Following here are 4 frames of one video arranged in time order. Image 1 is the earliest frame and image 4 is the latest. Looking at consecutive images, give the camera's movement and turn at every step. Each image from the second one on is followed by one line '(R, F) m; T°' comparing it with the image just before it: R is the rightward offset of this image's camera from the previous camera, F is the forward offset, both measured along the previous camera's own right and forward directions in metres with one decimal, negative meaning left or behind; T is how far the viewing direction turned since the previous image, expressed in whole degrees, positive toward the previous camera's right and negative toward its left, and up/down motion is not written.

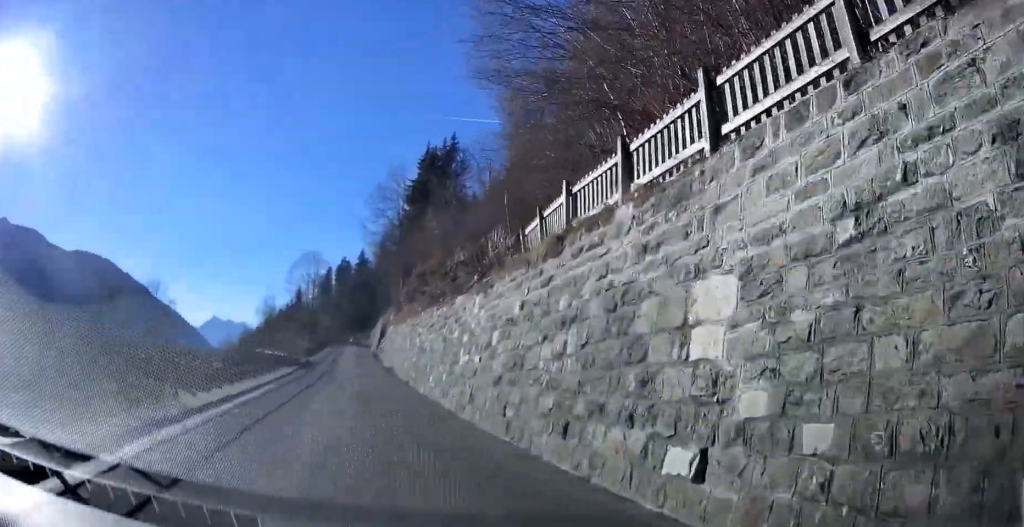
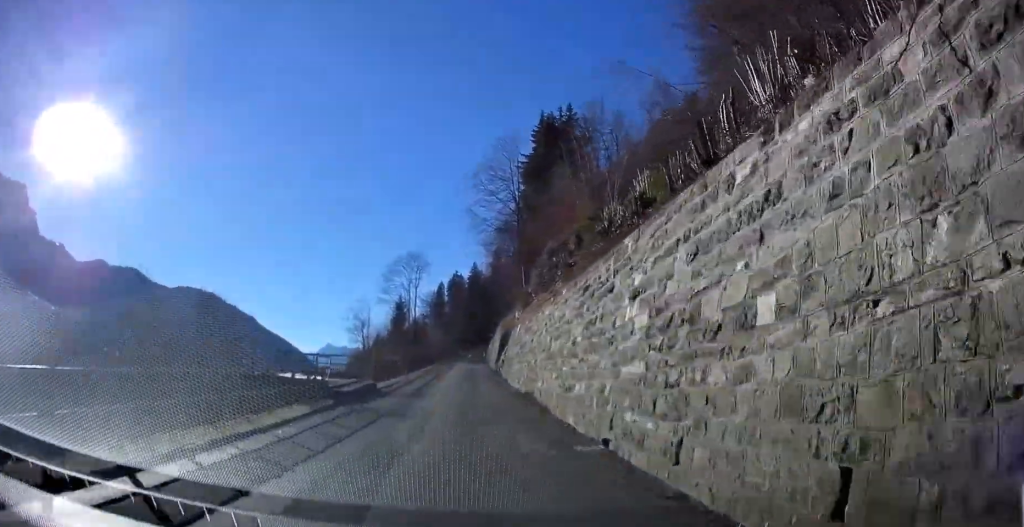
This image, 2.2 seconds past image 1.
(-2.3, +18.5) m; -11°
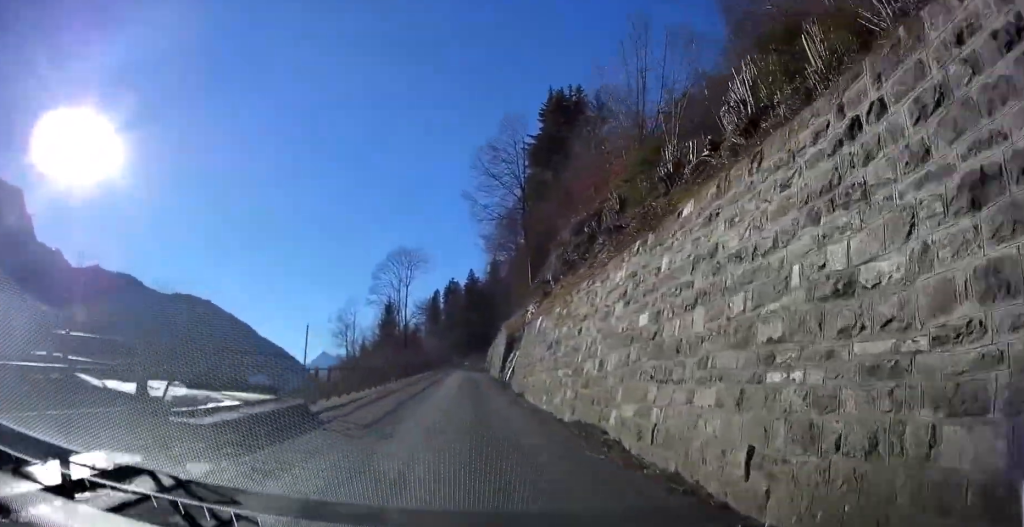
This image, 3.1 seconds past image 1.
(-0.2, +9.9) m; 0°
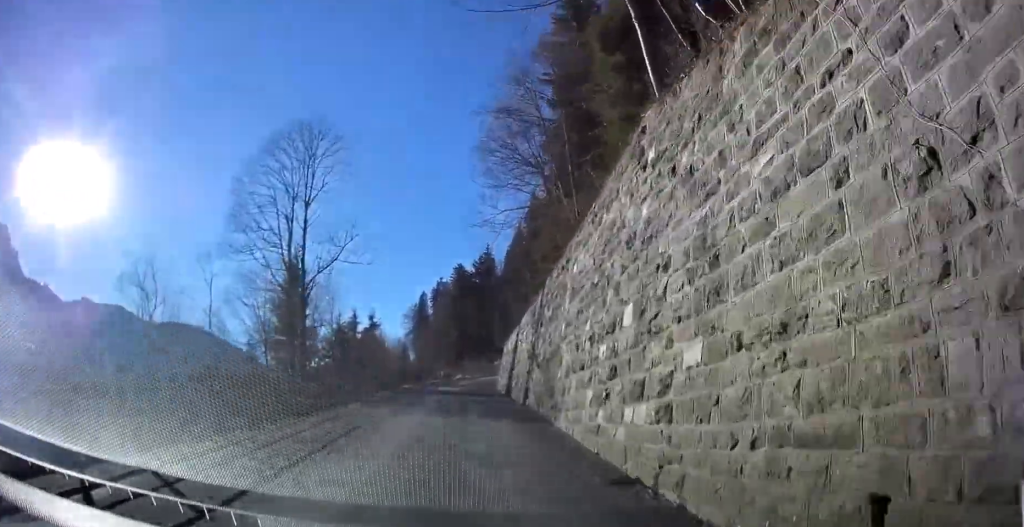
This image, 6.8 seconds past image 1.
(+0.6, +47.7) m; -1°
